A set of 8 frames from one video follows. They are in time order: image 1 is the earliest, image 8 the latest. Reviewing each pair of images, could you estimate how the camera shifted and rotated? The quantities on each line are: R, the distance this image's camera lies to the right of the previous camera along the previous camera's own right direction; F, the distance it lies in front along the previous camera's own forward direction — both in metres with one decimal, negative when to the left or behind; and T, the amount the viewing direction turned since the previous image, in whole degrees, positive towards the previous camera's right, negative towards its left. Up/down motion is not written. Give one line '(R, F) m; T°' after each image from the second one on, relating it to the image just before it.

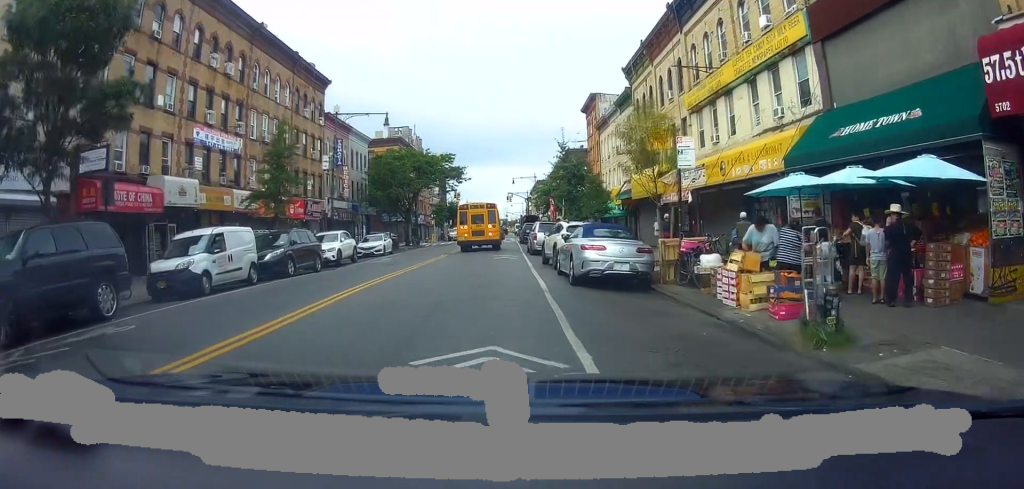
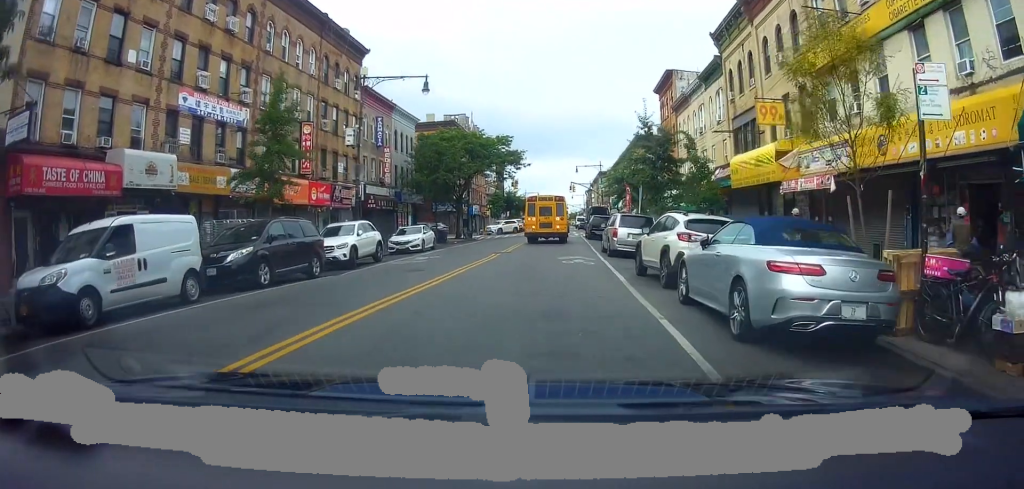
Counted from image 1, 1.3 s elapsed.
(+0.1, +7.2) m; -6°
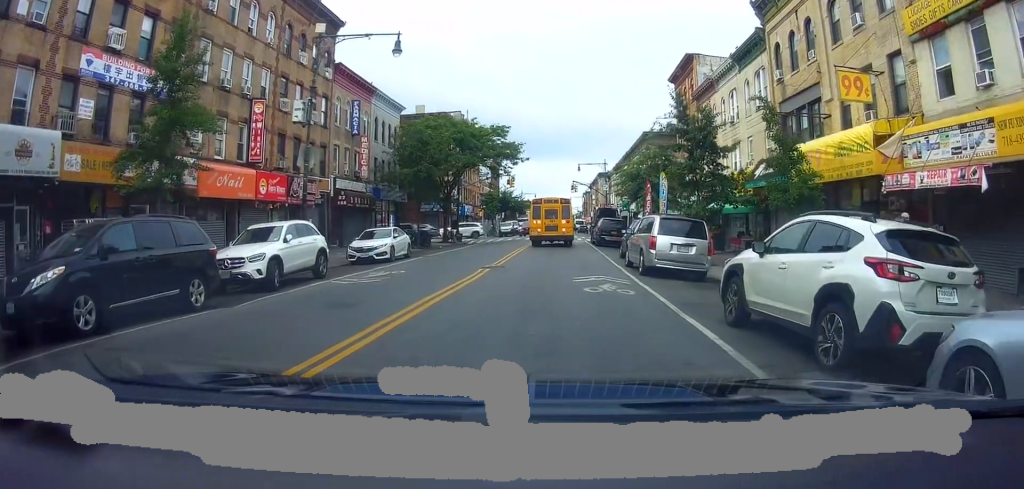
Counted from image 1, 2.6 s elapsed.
(-0.7, +6.6) m; -5°
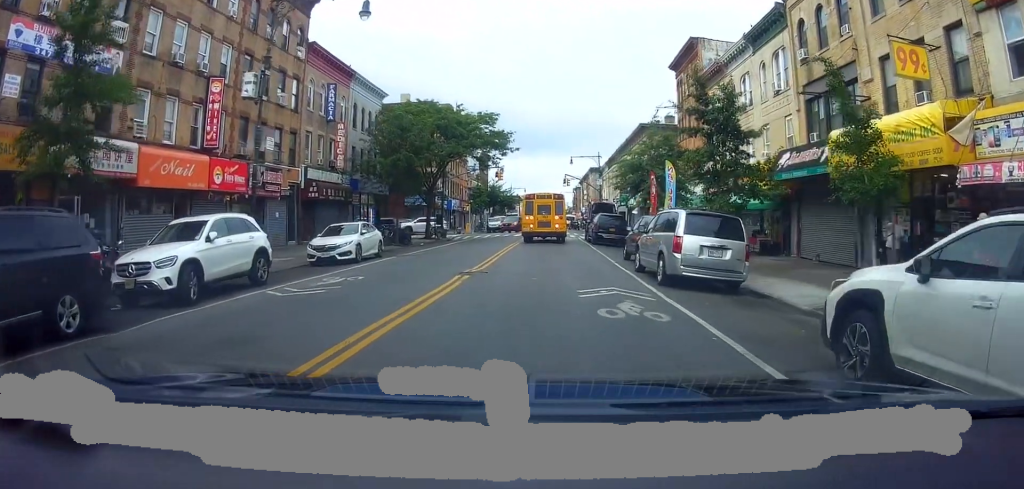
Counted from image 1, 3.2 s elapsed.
(+0.1, +3.4) m; +5°
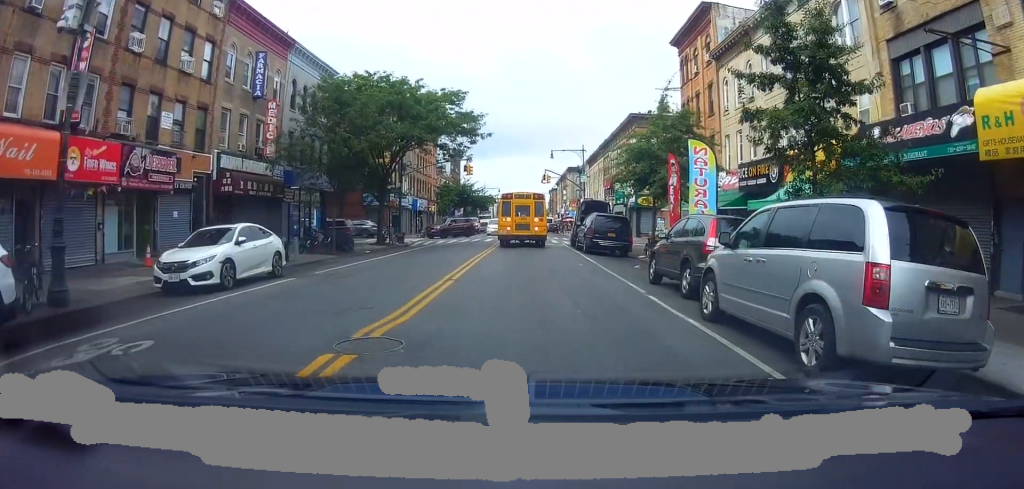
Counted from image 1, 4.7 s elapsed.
(+1.1, +7.9) m; +6°
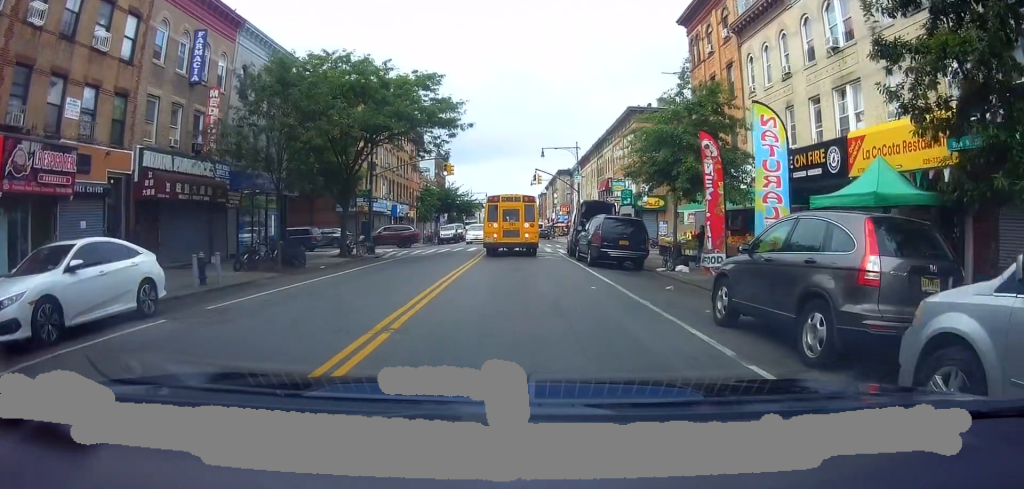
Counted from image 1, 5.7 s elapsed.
(-0.5, +5.6) m; -5°
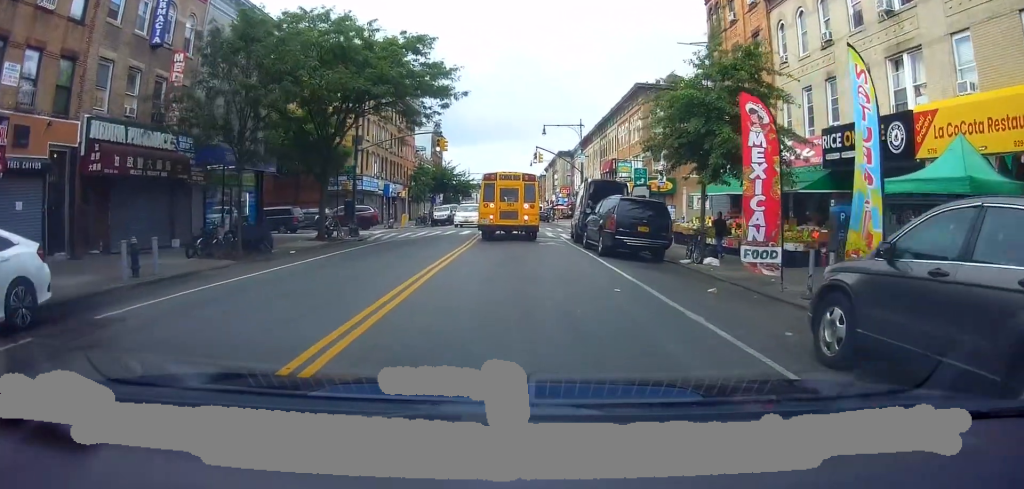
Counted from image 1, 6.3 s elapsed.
(0.0, +3.5) m; 0°
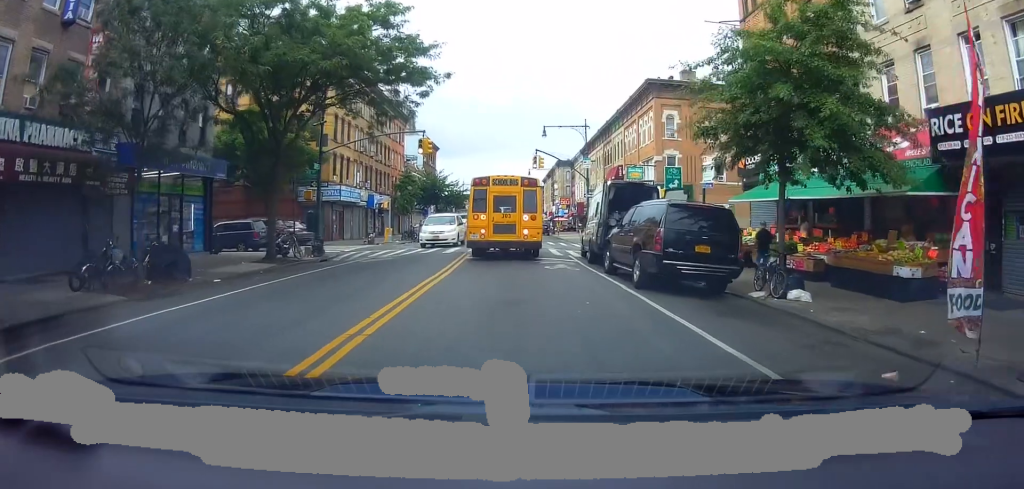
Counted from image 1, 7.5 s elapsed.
(+0.1, +6.4) m; +4°
